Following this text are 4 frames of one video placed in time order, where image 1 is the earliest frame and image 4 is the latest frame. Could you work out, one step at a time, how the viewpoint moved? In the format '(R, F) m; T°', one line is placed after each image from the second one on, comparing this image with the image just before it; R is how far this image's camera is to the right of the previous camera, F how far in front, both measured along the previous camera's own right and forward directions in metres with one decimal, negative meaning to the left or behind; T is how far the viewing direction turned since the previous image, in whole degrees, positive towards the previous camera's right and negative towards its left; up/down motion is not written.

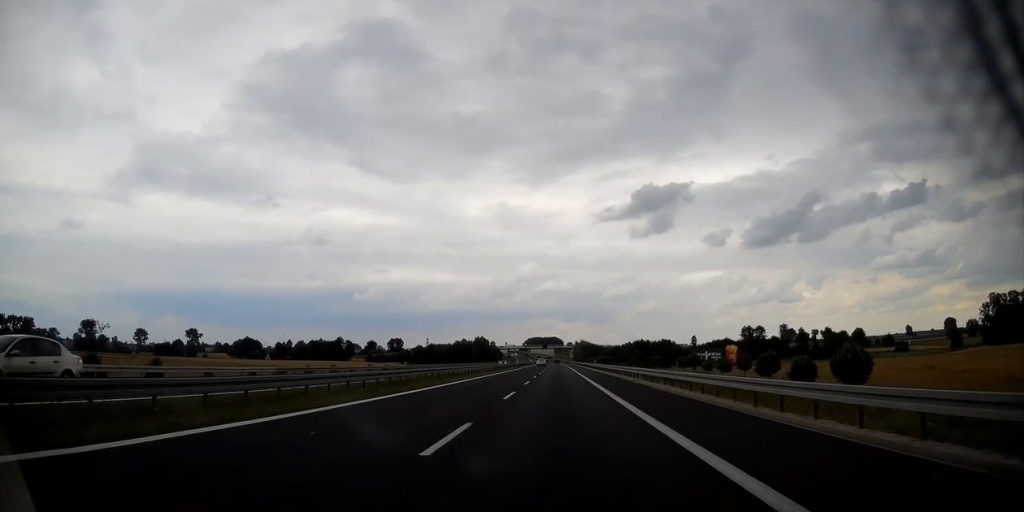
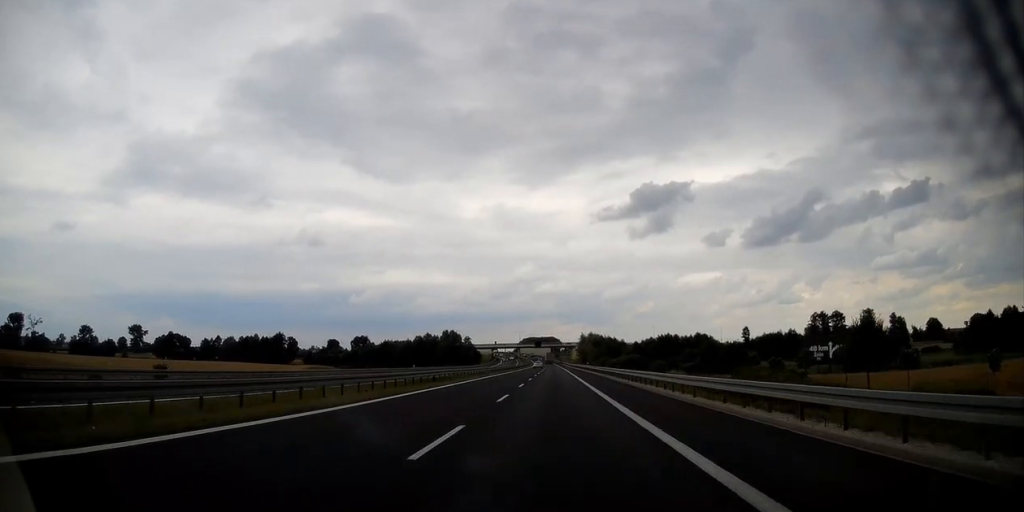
(+0.3, +95.1) m; 0°
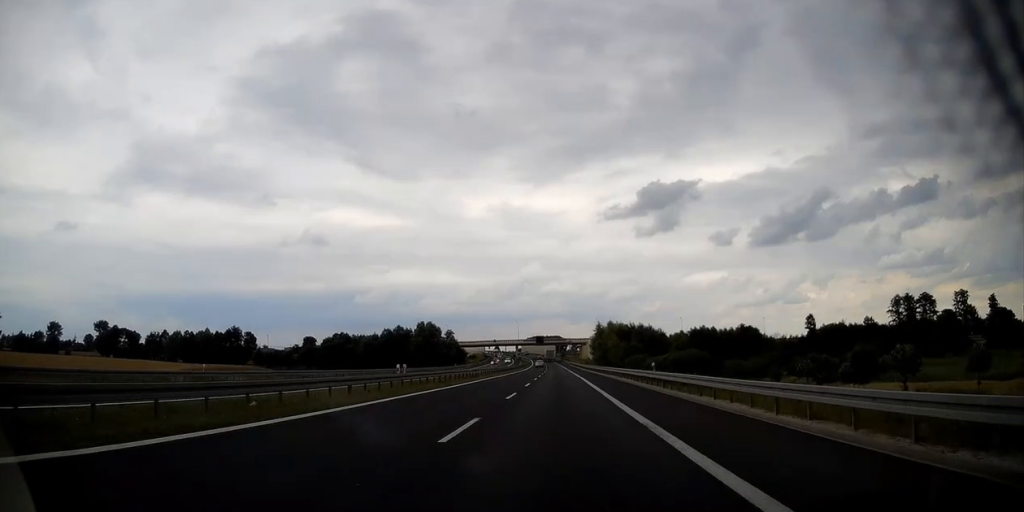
(+0.5, +58.2) m; 0°
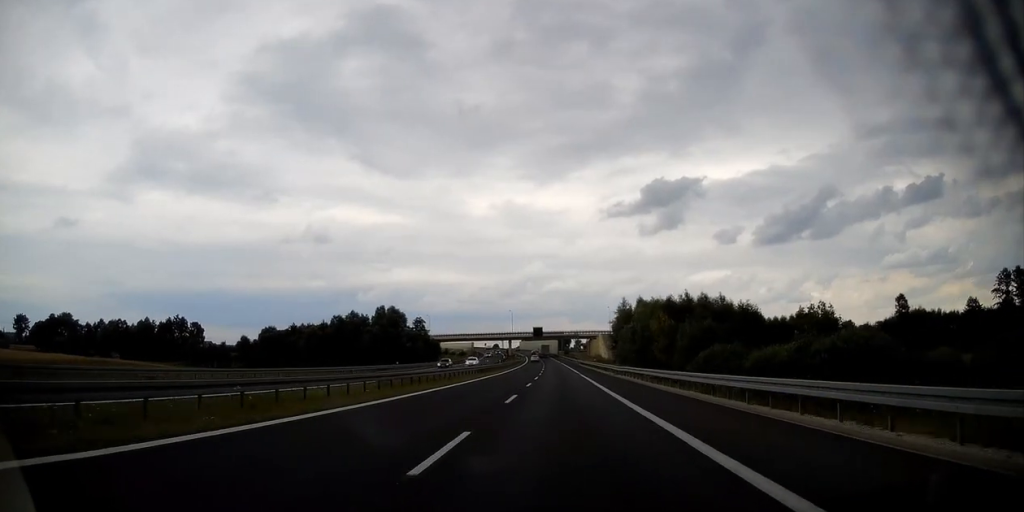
(-0.1, +50.7) m; -1°
